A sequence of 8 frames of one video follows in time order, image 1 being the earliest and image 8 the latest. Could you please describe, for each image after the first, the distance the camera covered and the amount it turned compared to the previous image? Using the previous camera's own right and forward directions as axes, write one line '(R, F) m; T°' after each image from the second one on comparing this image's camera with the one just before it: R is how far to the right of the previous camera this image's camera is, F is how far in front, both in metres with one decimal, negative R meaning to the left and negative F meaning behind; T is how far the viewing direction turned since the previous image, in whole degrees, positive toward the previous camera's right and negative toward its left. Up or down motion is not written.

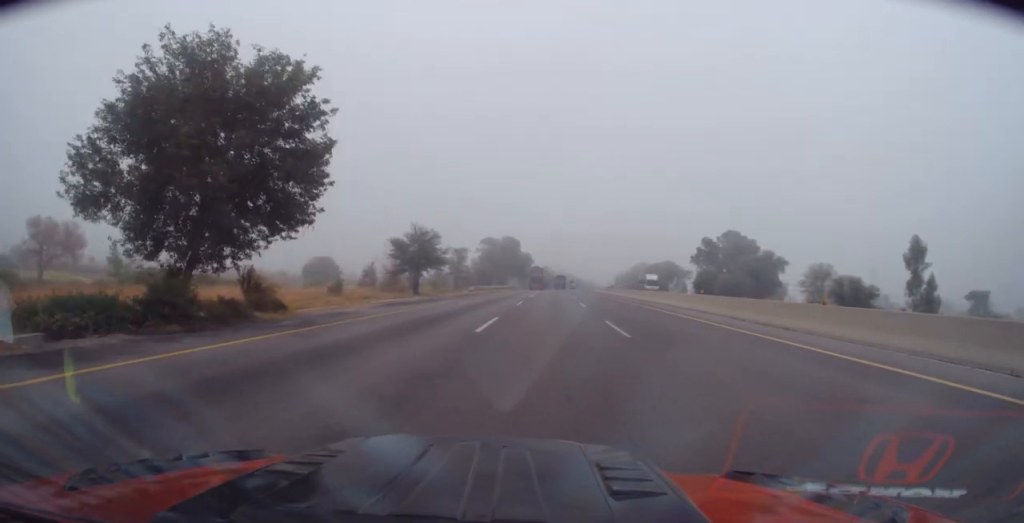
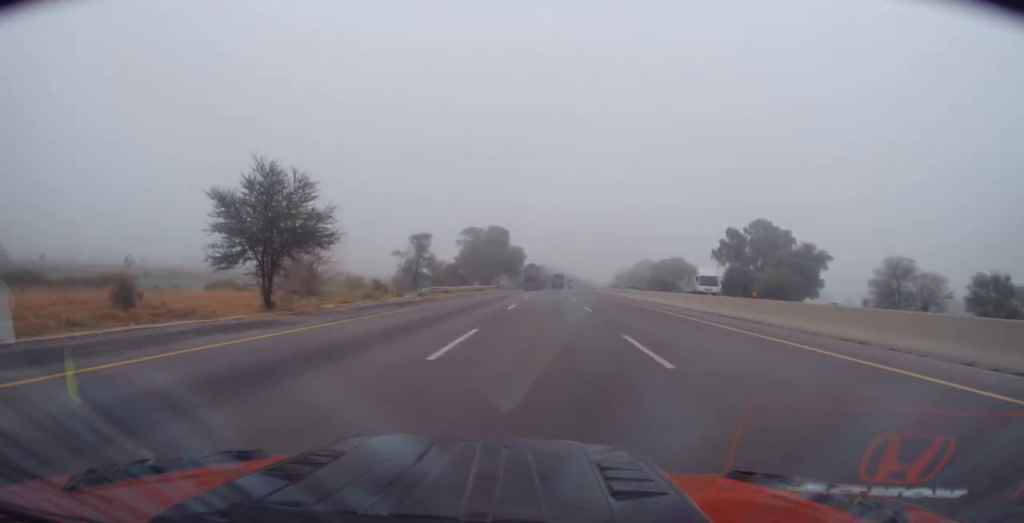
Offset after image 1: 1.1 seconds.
(-0.1, +23.1) m; +1°
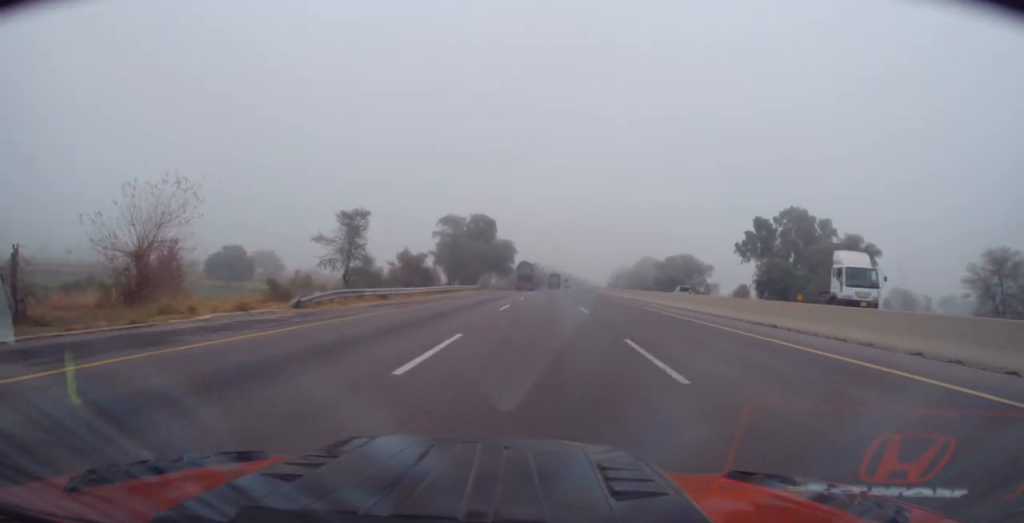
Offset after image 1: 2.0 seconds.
(+0.2, +19.4) m; +1°
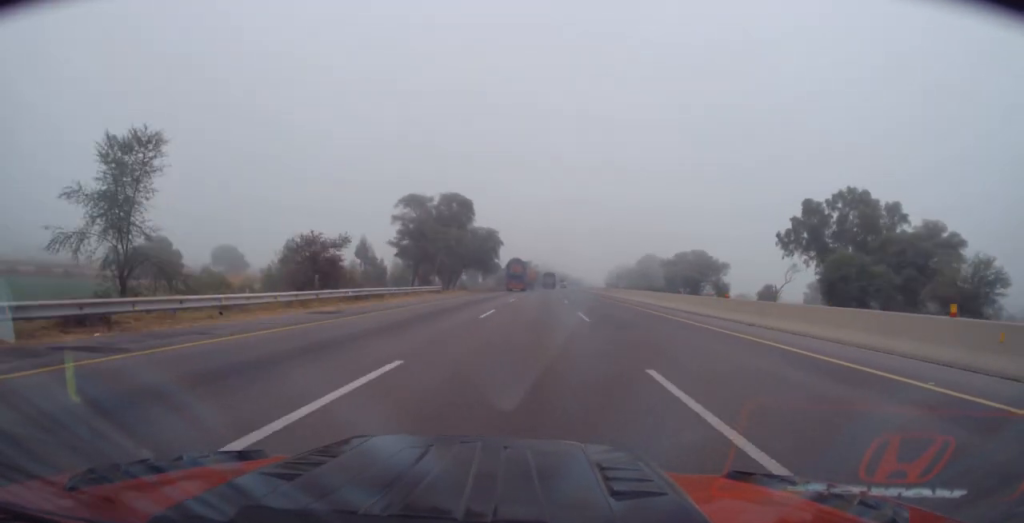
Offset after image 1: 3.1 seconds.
(-0.1, +22.5) m; 0°
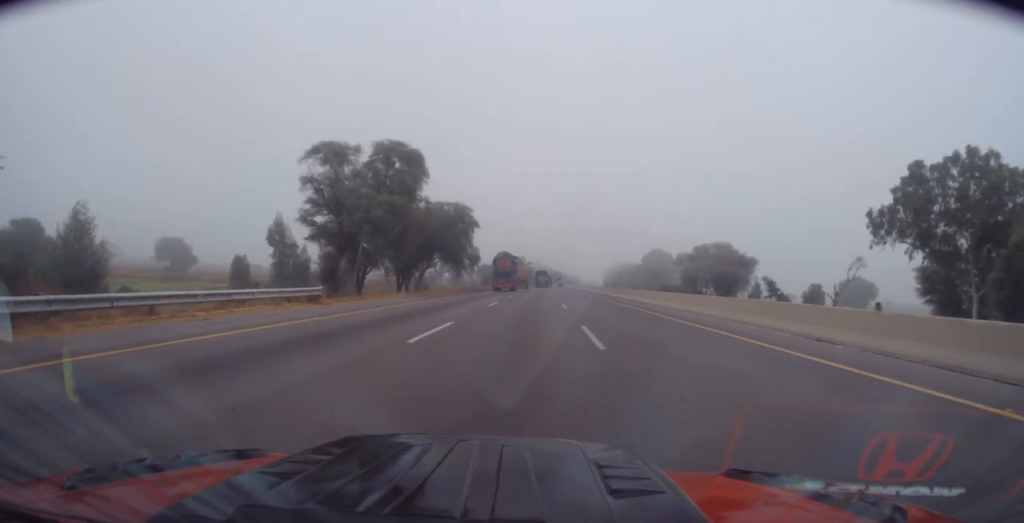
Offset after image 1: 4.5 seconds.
(+0.3, +27.6) m; 0°
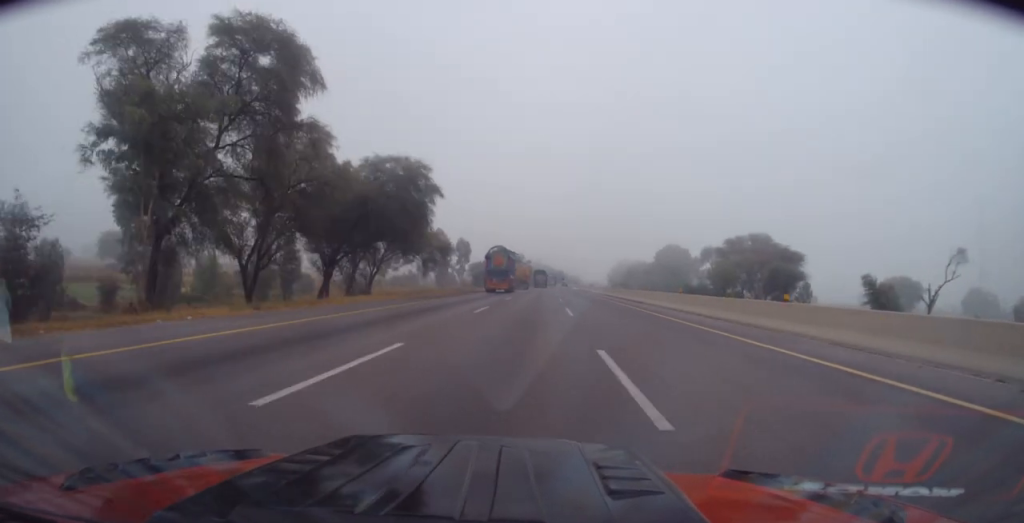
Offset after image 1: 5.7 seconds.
(-0.3, +24.0) m; -1°
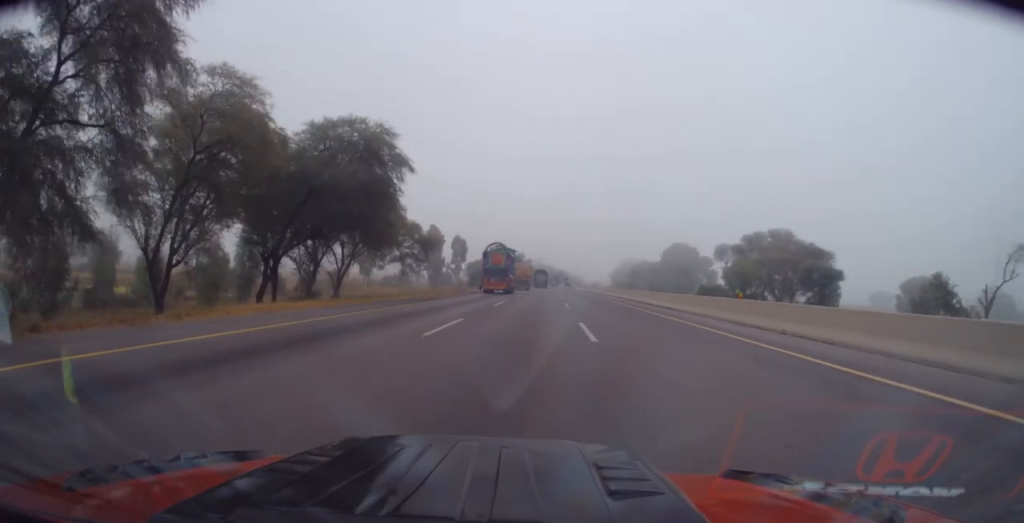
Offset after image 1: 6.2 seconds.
(-0.1, +9.9) m; +1°
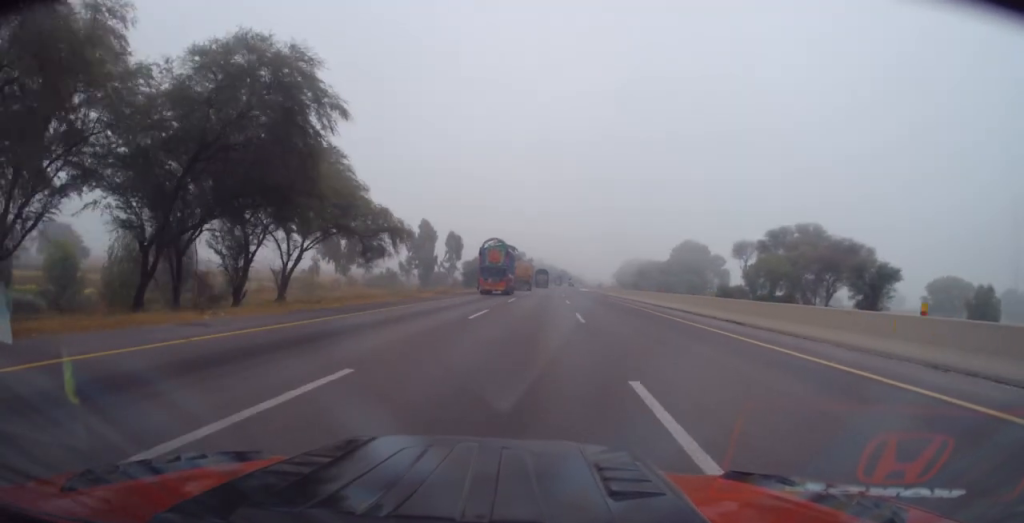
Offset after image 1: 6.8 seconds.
(-0.1, +11.3) m; +1°
